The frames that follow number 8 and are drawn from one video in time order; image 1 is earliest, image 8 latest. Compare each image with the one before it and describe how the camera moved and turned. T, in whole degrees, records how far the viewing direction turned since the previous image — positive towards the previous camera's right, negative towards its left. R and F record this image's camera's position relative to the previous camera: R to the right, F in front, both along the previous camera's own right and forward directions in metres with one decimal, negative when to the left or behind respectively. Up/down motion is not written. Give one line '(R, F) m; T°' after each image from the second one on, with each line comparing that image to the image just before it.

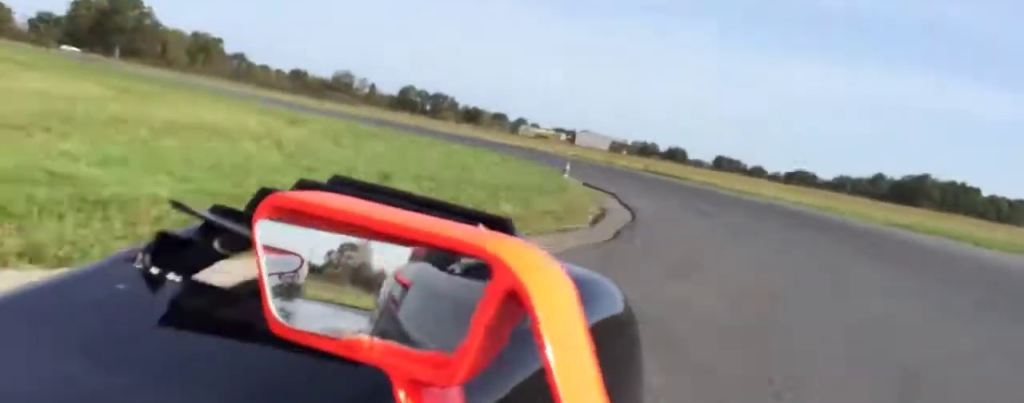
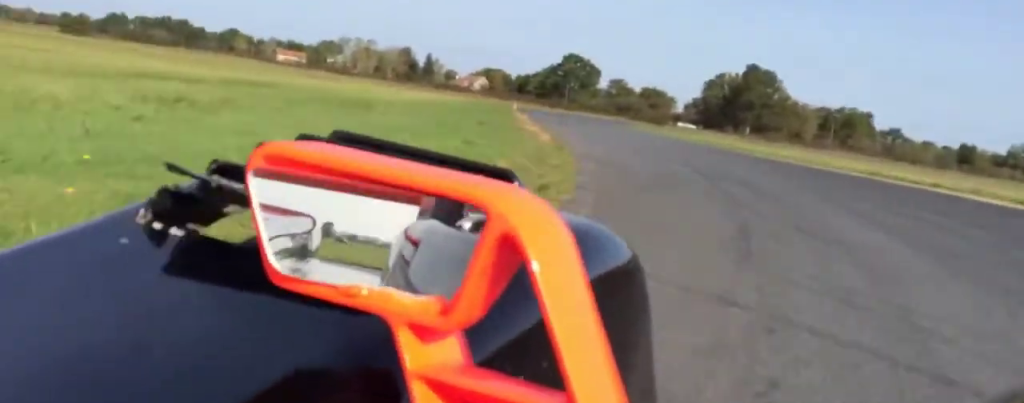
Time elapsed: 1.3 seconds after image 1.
(0.0, +27.5) m; 0°
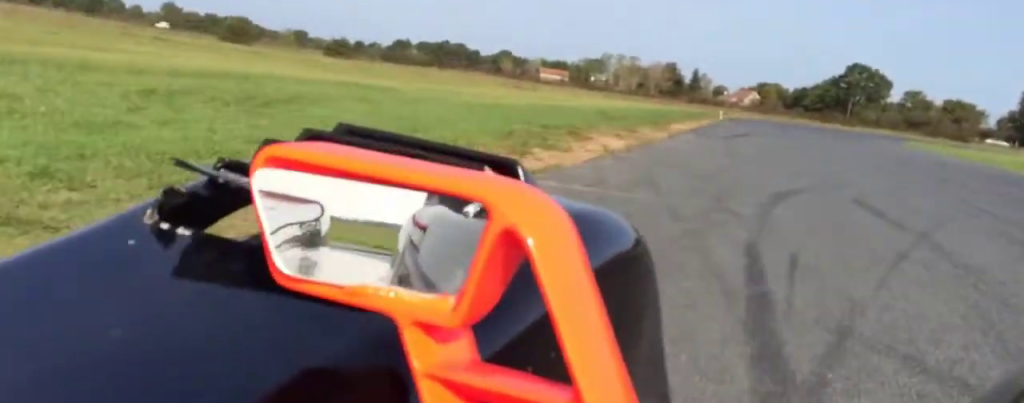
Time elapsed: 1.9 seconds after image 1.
(0.0, +14.2) m; +1°
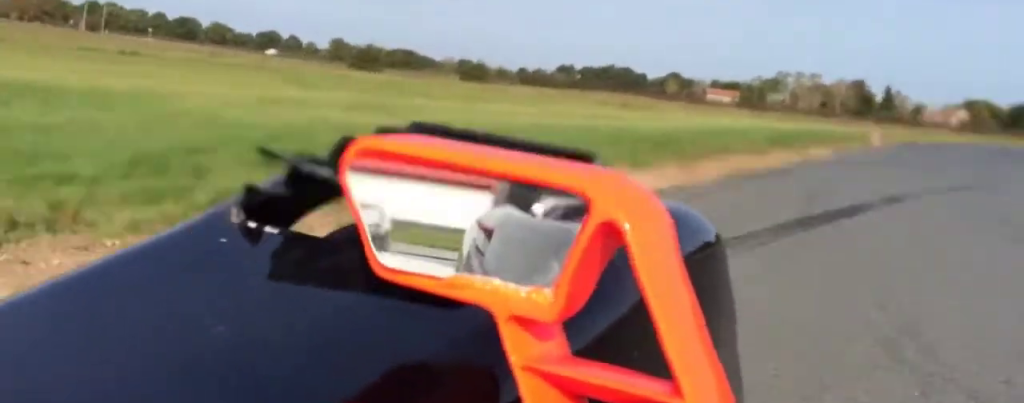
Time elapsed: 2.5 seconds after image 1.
(-0.2, +15.5) m; +2°
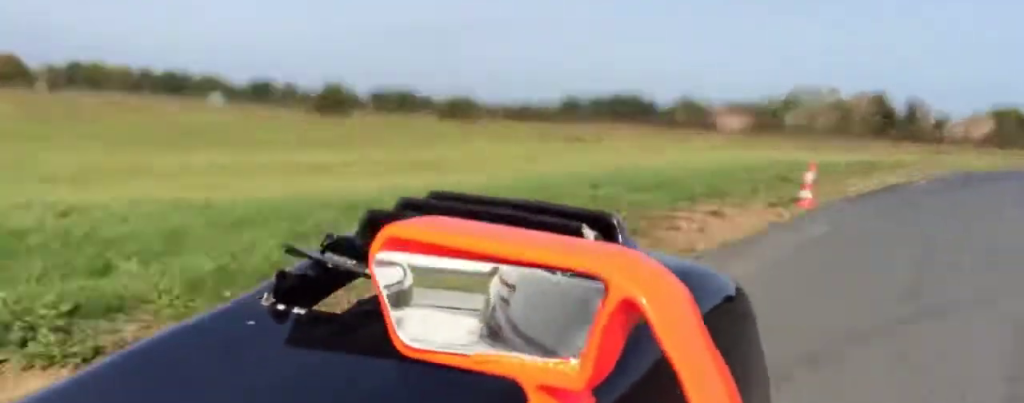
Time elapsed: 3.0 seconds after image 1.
(+0.5, +11.1) m; +11°
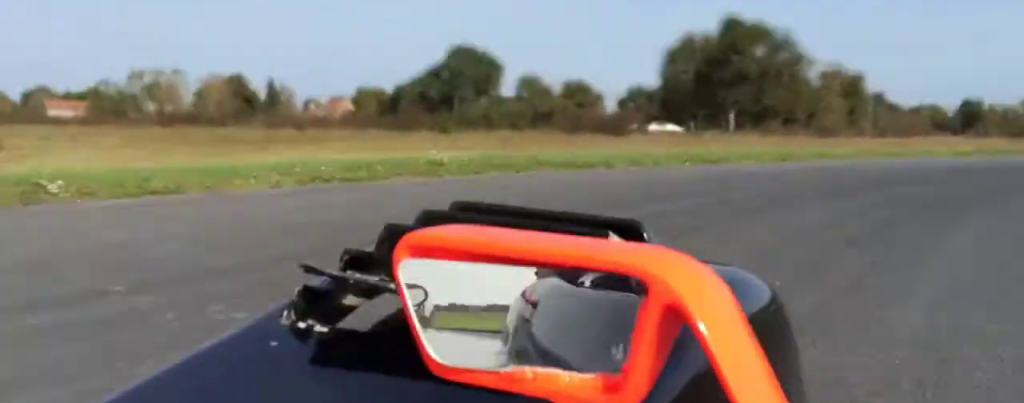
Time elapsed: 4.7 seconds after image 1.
(+13.8, +38.8) m; +30°
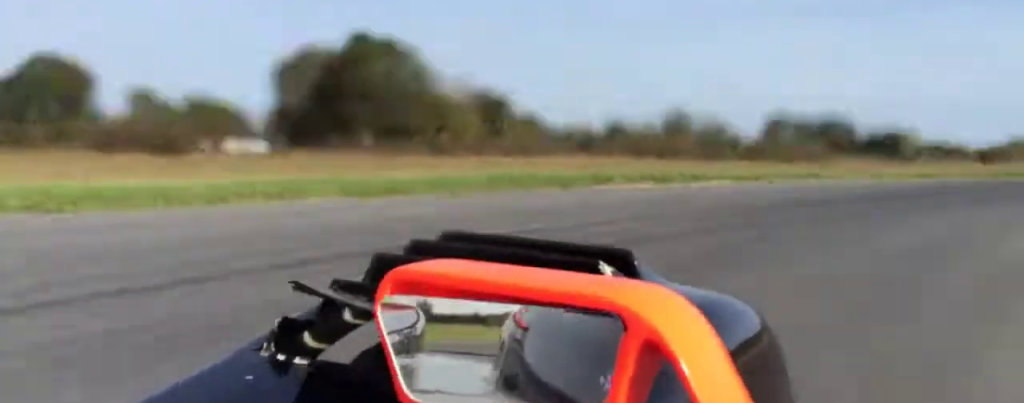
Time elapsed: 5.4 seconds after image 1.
(0.0, +19.3) m; 0°
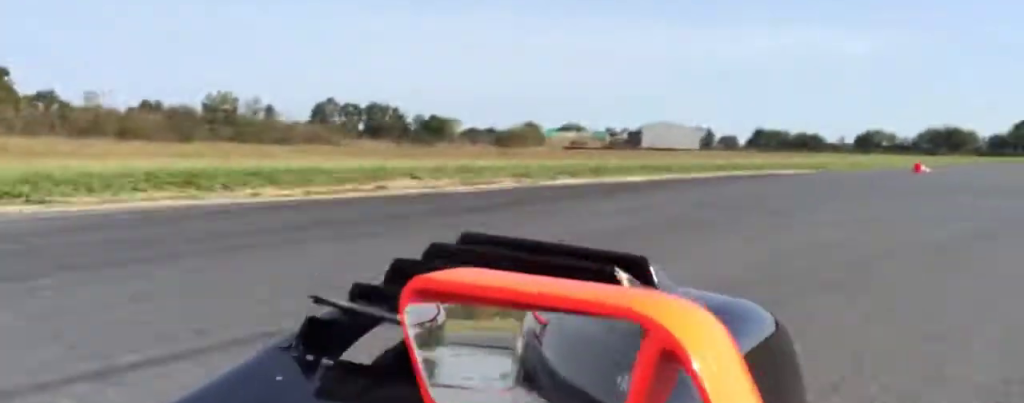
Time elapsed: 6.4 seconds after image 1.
(0.0, +24.7) m; 0°
